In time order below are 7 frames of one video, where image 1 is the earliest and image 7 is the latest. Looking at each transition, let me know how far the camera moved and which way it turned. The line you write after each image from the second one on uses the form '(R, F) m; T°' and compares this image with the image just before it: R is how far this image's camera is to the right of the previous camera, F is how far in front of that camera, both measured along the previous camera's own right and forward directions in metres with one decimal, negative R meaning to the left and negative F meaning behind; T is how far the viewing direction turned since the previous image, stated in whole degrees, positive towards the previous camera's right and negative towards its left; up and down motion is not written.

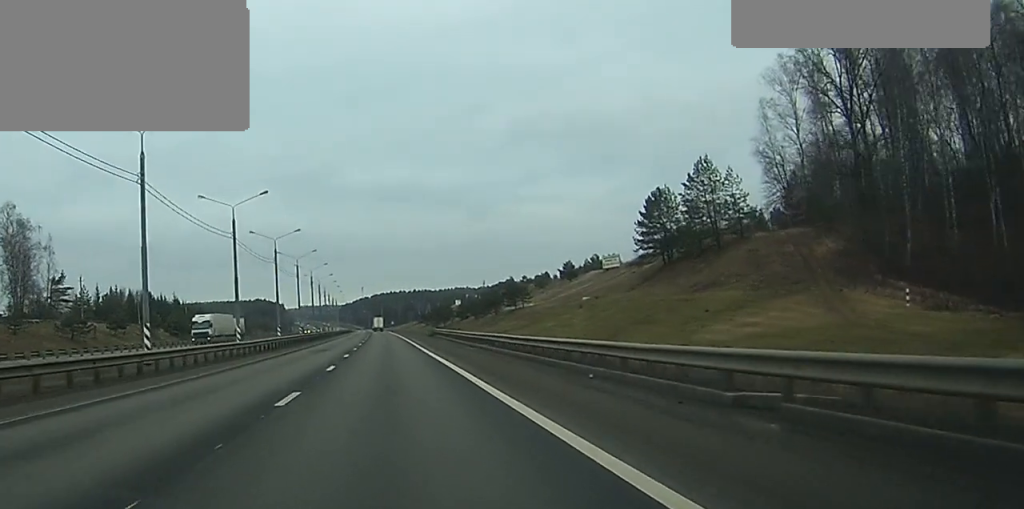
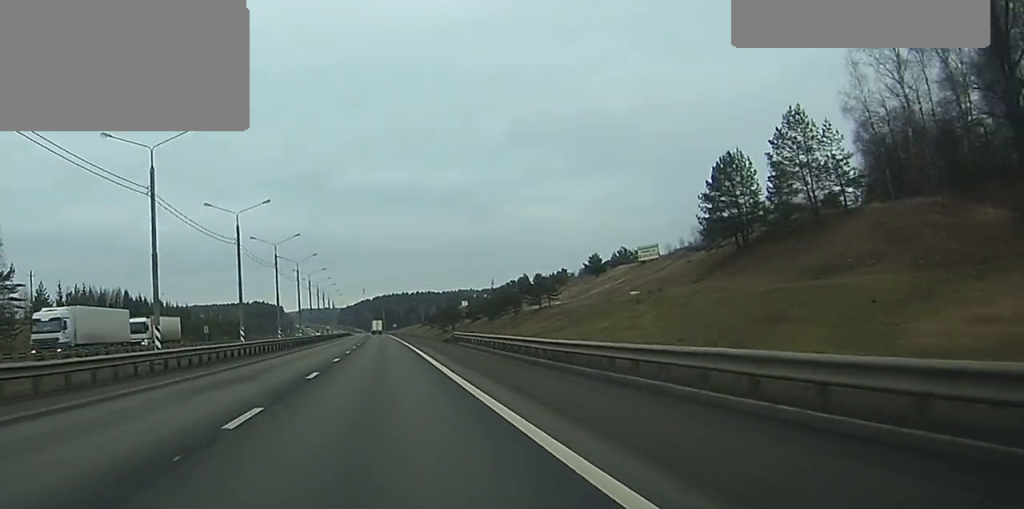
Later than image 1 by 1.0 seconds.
(0.0, +27.1) m; 0°
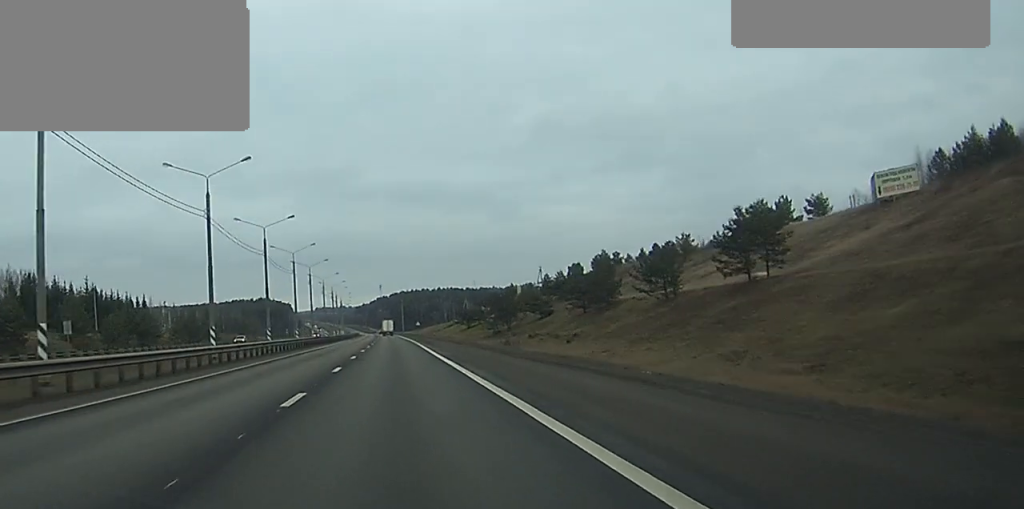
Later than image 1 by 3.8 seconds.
(-0.8, +81.1) m; -1°
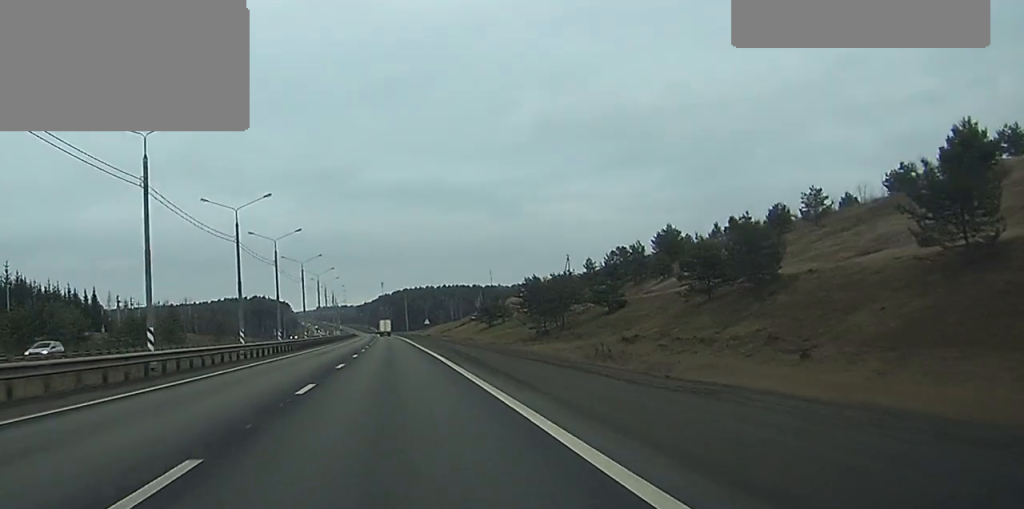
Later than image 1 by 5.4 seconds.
(0.0, +45.5) m; 0°
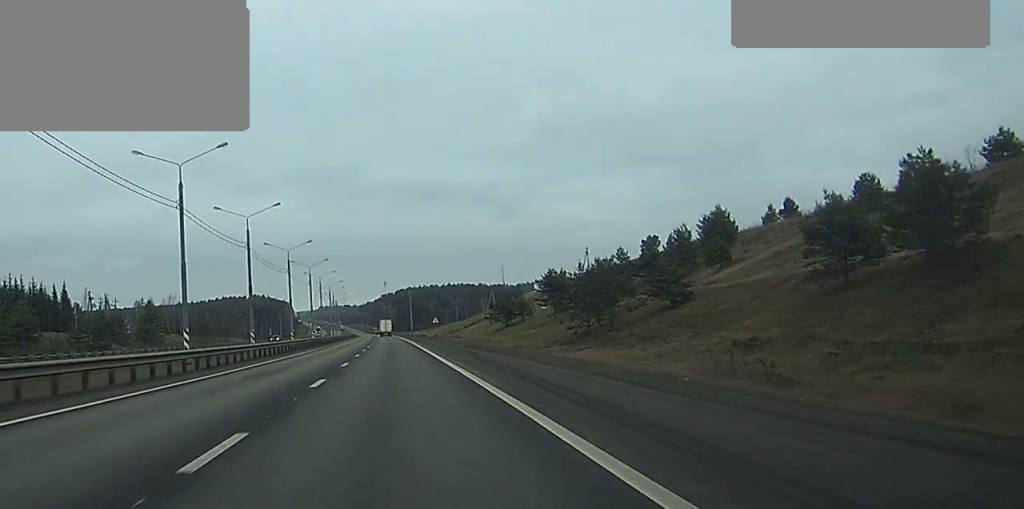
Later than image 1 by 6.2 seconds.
(0.0, +21.8) m; 0°
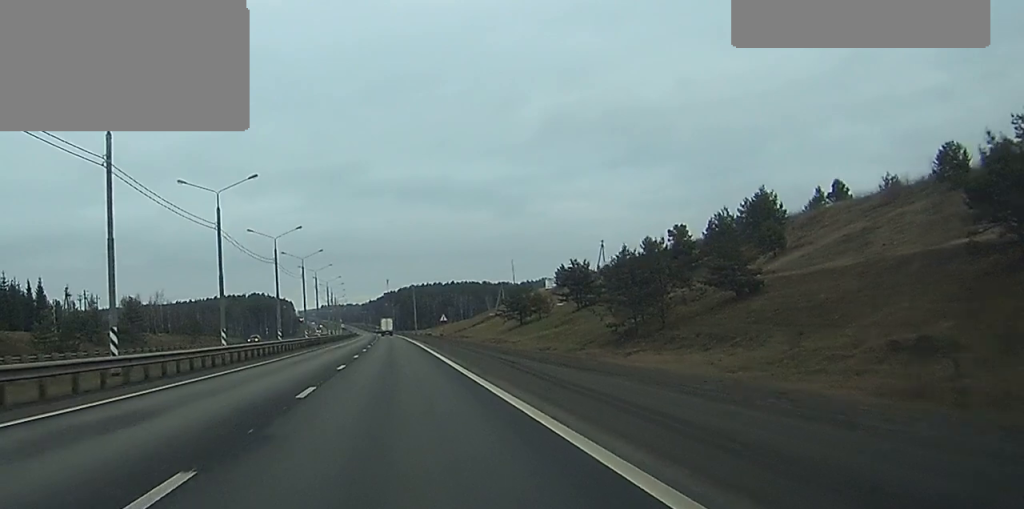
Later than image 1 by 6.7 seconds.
(0.0, +15.2) m; 0°
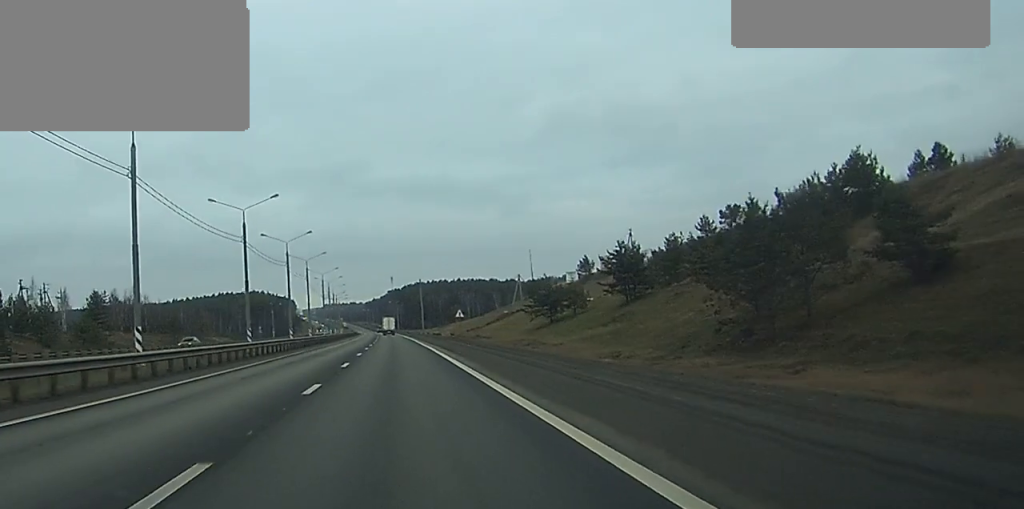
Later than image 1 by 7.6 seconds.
(0.0, +23.7) m; 0°
